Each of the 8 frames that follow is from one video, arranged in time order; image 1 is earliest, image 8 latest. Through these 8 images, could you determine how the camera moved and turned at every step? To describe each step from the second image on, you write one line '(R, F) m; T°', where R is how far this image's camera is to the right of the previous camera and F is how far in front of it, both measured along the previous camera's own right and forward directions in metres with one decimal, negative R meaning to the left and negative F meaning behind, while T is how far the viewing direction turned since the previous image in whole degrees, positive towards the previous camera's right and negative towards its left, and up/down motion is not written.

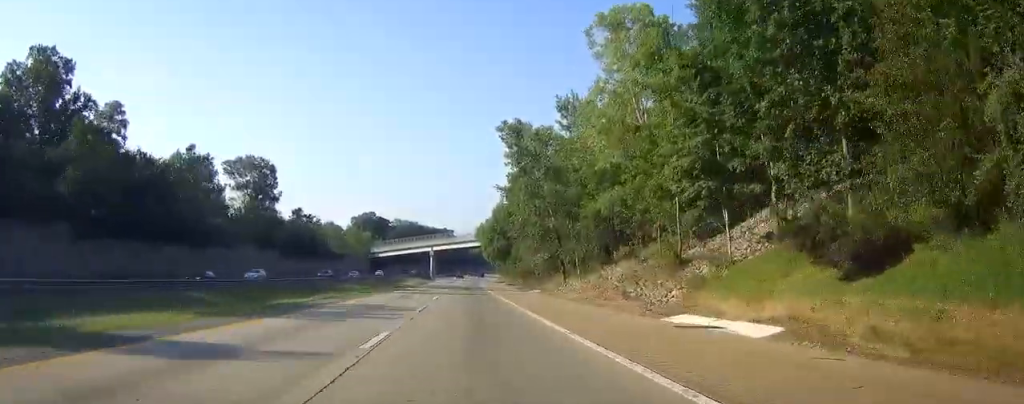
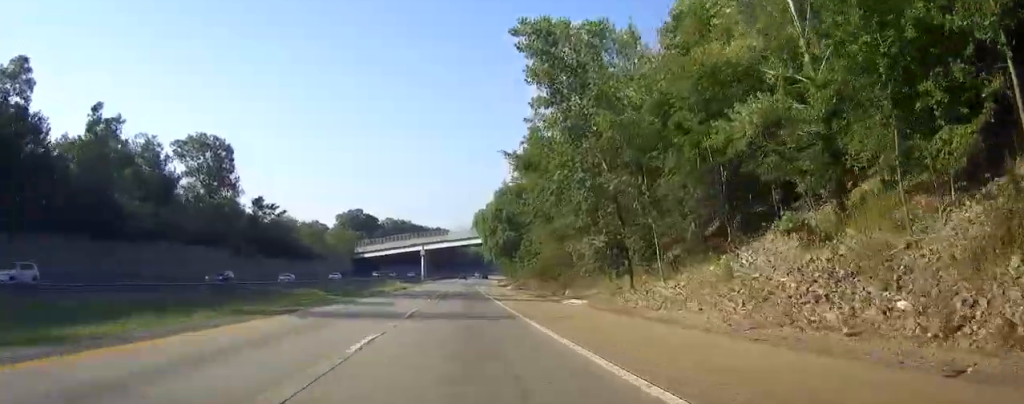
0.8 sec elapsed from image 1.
(0.0, +24.9) m; 0°
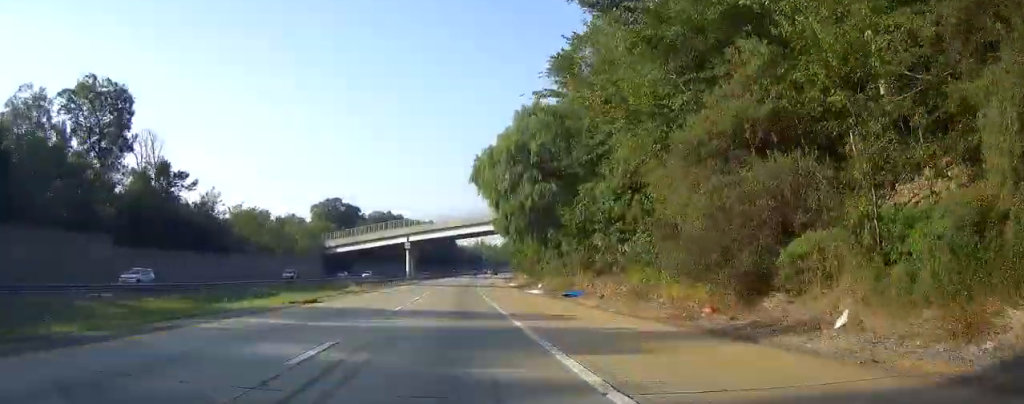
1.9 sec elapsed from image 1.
(+0.2, +38.2) m; +1°
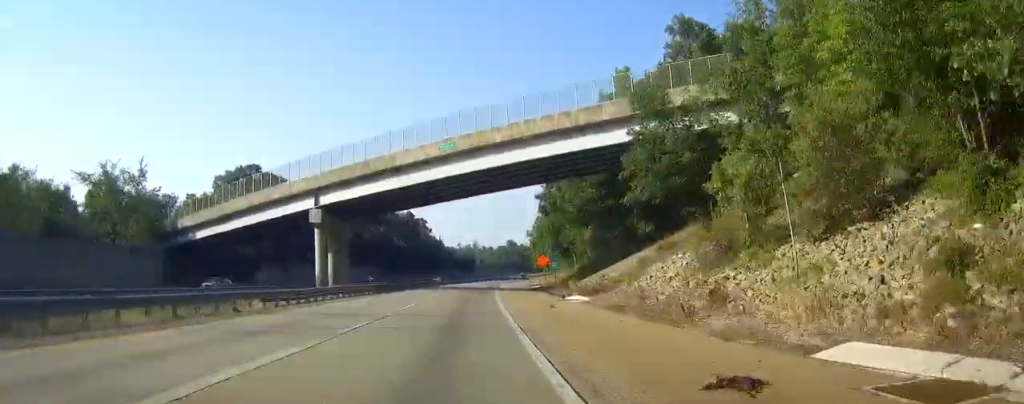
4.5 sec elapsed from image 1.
(+1.0, +83.6) m; +1°
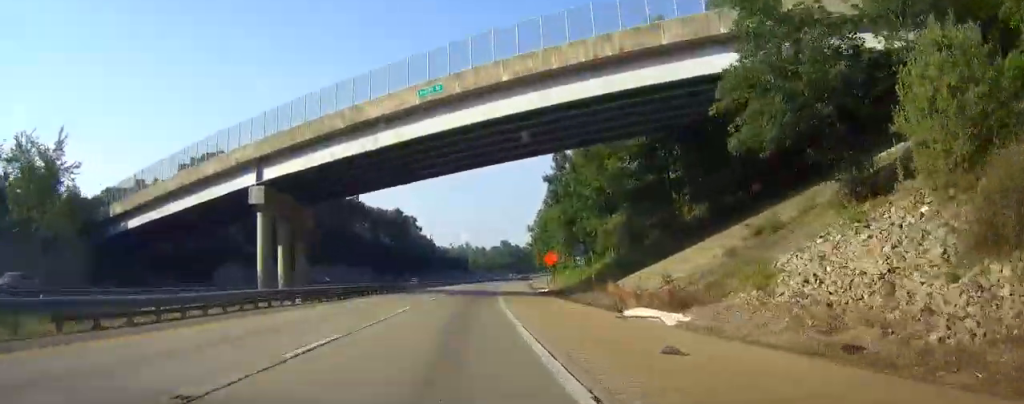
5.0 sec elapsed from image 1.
(+0.1, +16.6) m; 0°
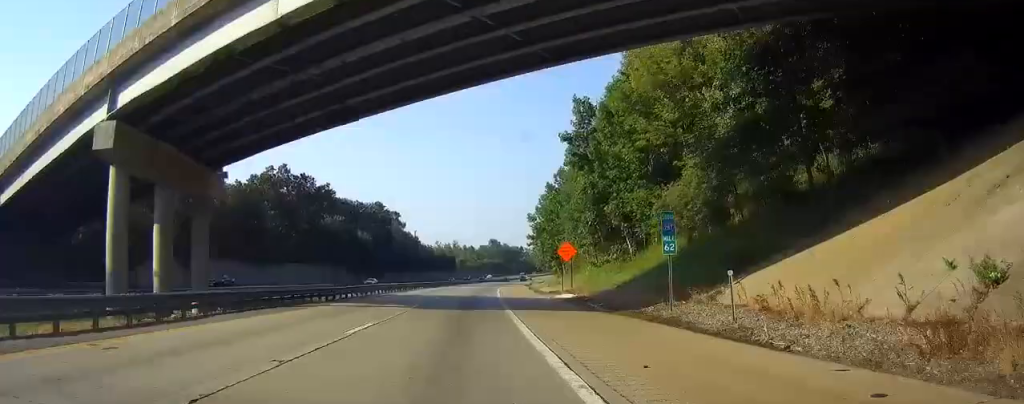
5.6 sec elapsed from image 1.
(0.0, +21.0) m; 0°
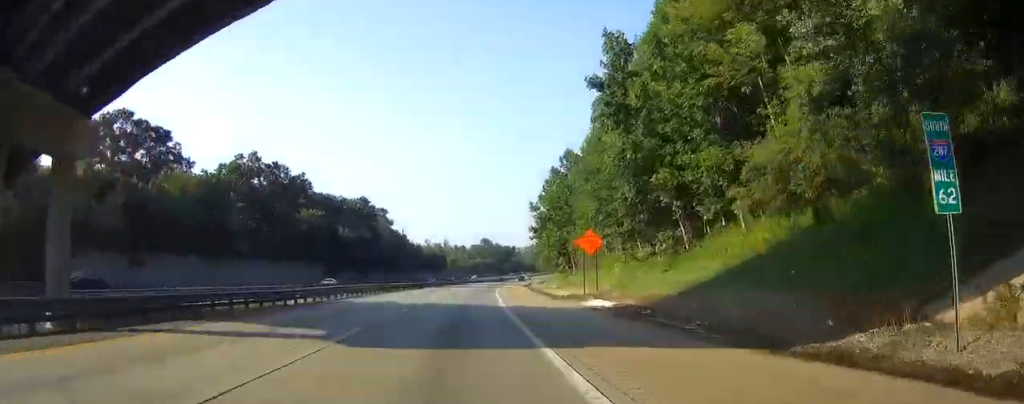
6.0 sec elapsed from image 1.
(+0.1, +14.4) m; +1°
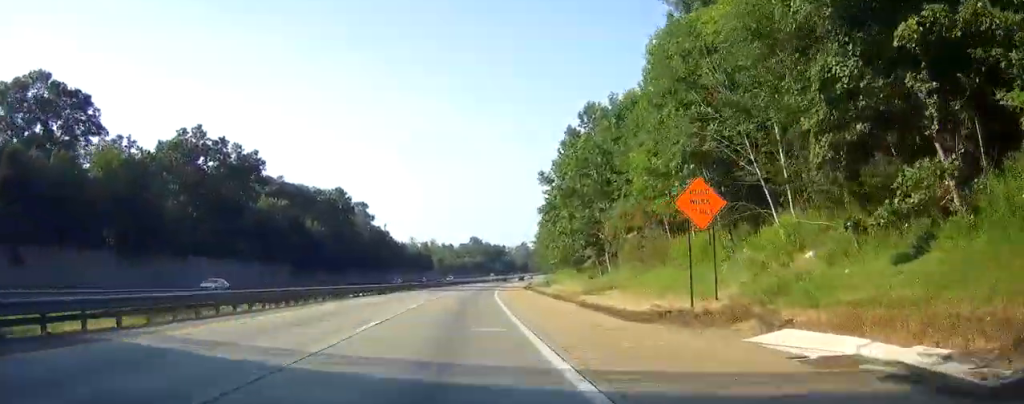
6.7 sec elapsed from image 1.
(-0.1, +22.3) m; +1°
